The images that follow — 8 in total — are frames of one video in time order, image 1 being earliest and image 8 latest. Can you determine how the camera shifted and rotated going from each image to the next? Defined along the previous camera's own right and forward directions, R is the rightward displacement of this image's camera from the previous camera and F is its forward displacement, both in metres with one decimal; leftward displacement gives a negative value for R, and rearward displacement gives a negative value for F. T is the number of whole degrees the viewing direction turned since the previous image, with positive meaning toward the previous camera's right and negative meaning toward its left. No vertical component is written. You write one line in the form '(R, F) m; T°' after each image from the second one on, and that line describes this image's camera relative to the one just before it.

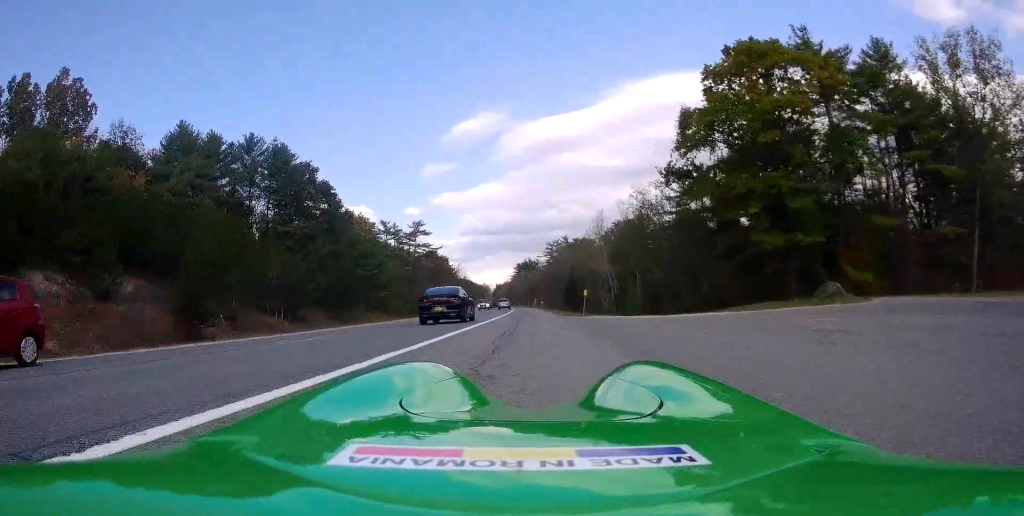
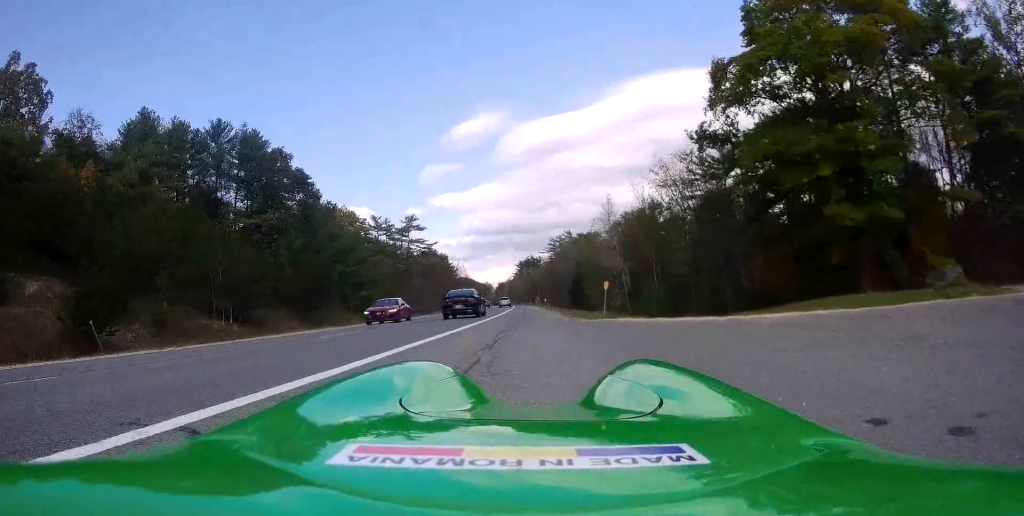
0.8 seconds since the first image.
(-0.3, +12.0) m; -1°
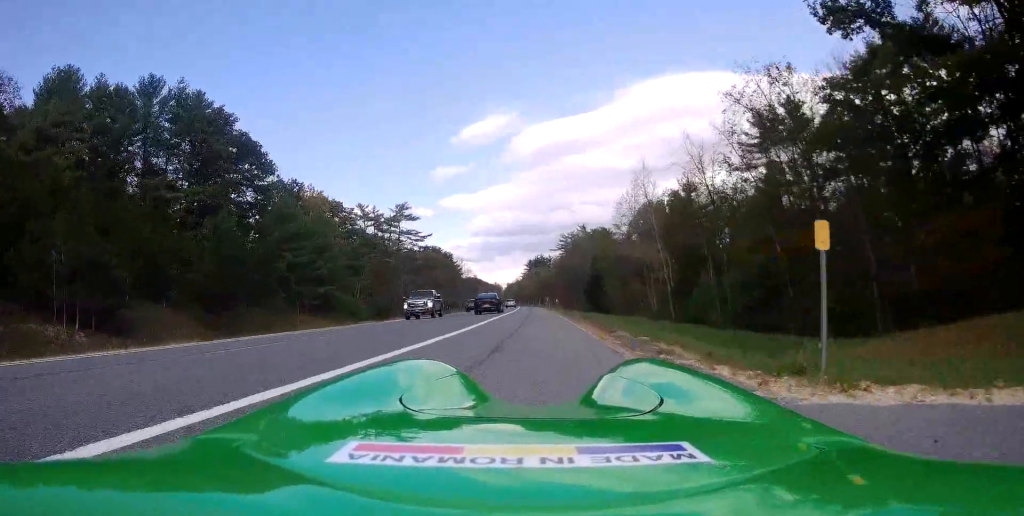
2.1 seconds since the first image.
(-0.1, +18.5) m; +1°
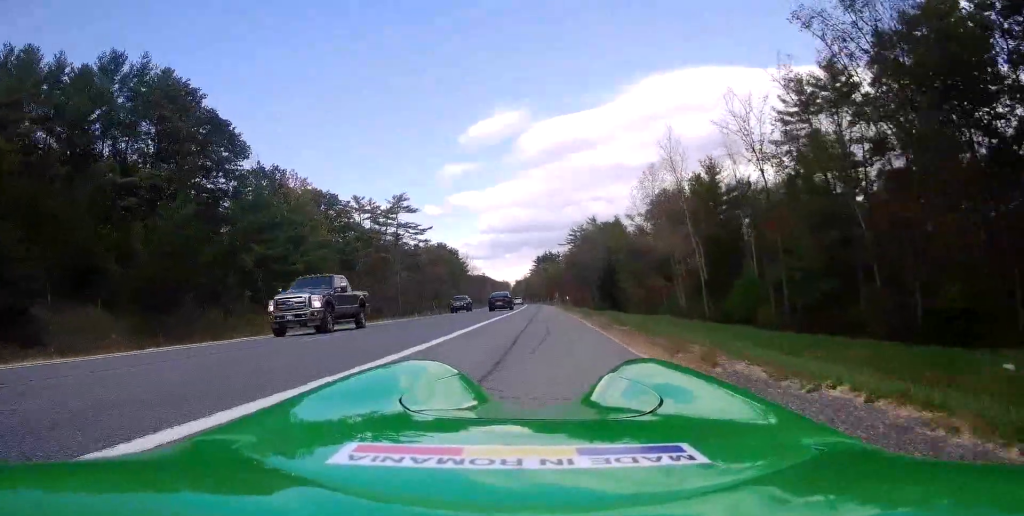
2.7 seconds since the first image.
(+0.1, +7.8) m; 0°
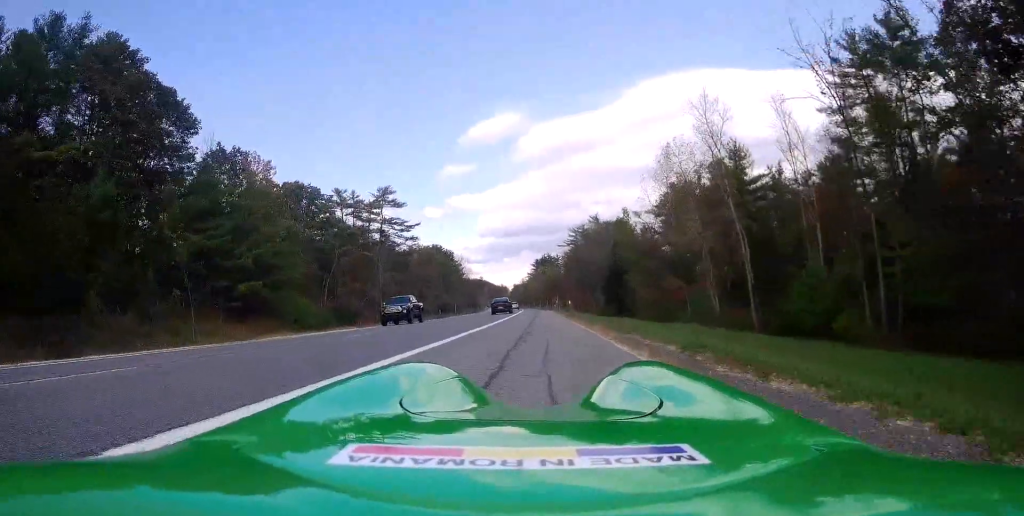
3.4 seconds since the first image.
(0.0, +10.0) m; -1°
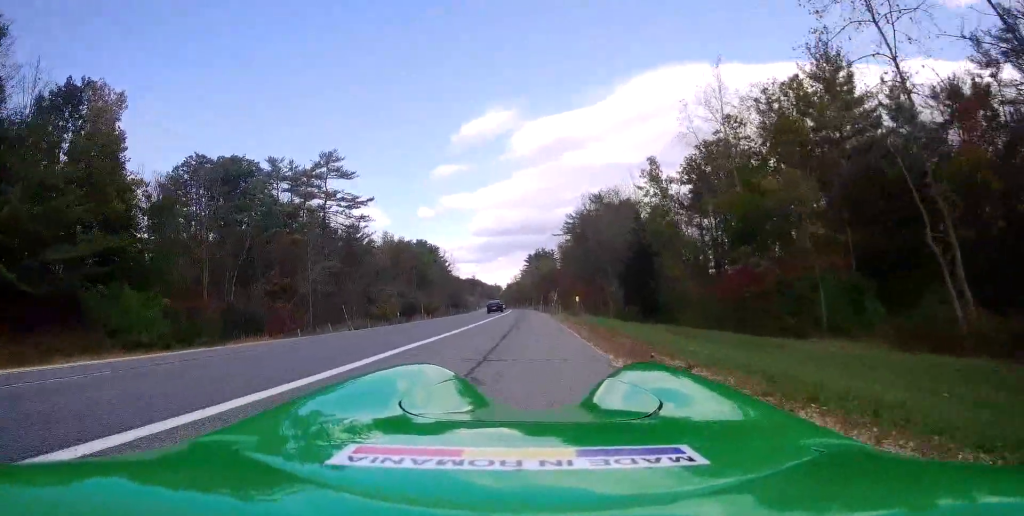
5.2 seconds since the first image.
(-0.4, +23.6) m; -1°
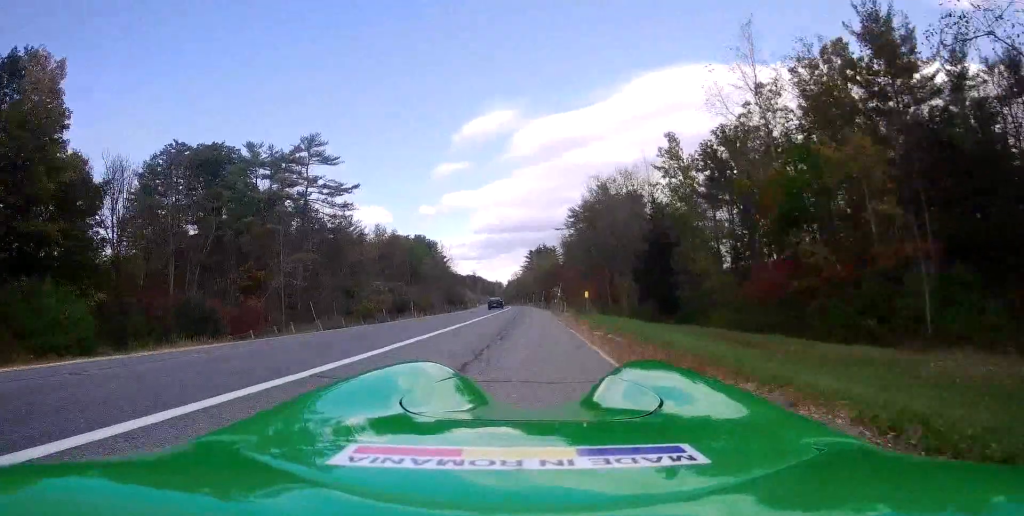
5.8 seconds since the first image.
(0.0, +7.0) m; 0°
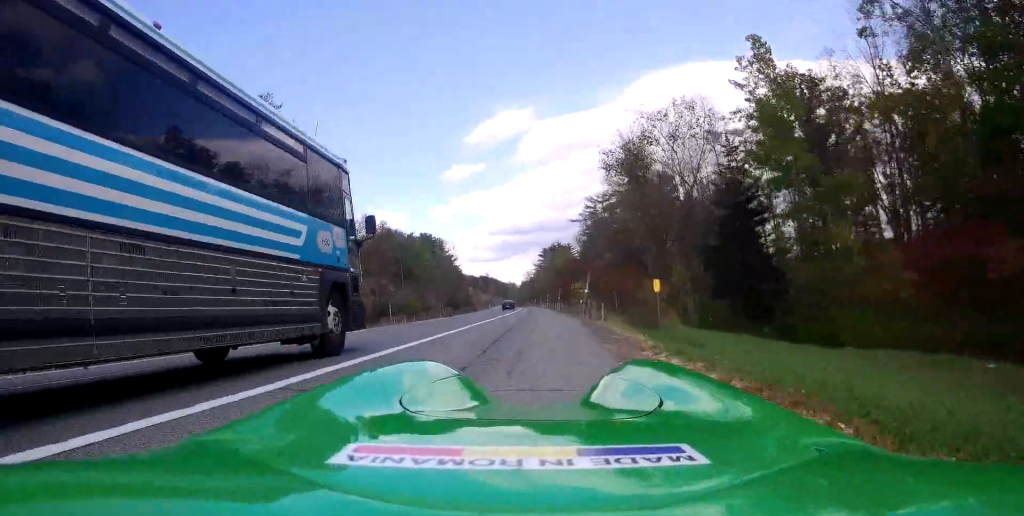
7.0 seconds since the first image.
(+0.2, +16.2) m; -1°
